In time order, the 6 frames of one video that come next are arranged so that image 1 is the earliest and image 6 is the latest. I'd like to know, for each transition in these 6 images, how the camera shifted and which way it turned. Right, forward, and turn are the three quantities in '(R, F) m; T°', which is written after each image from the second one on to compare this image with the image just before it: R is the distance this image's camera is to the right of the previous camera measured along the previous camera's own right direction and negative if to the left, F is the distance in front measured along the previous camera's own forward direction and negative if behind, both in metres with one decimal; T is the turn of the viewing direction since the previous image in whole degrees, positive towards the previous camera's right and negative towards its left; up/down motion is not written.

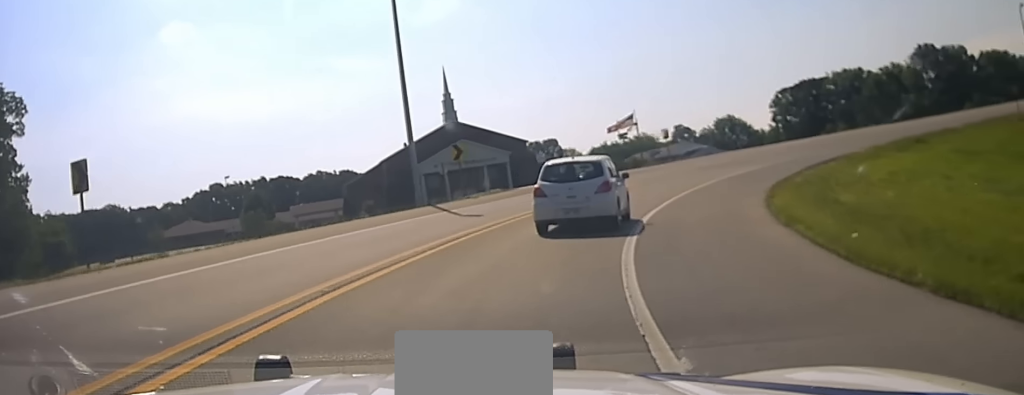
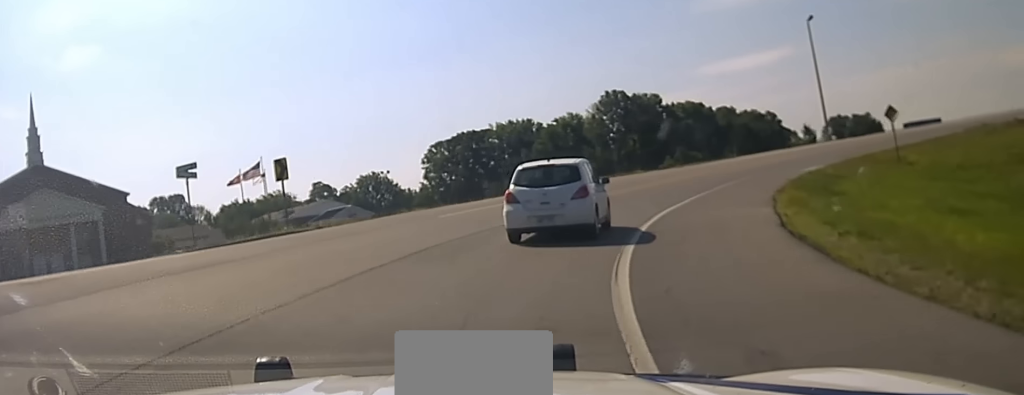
(+8.9, +37.5) m; +23°
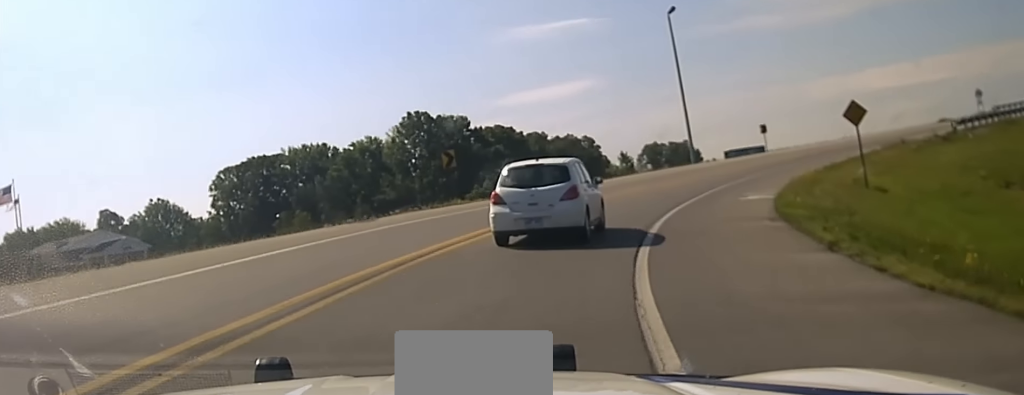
(+1.1, +16.5) m; +11°
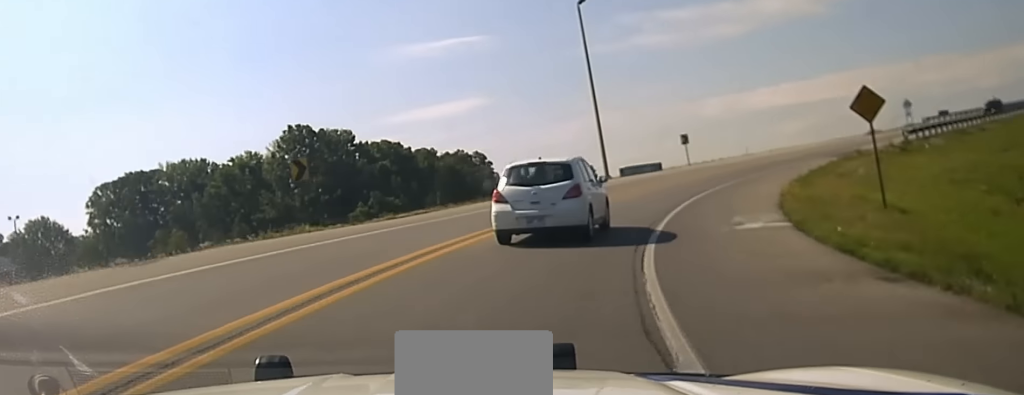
(+0.9, +9.3) m; +8°
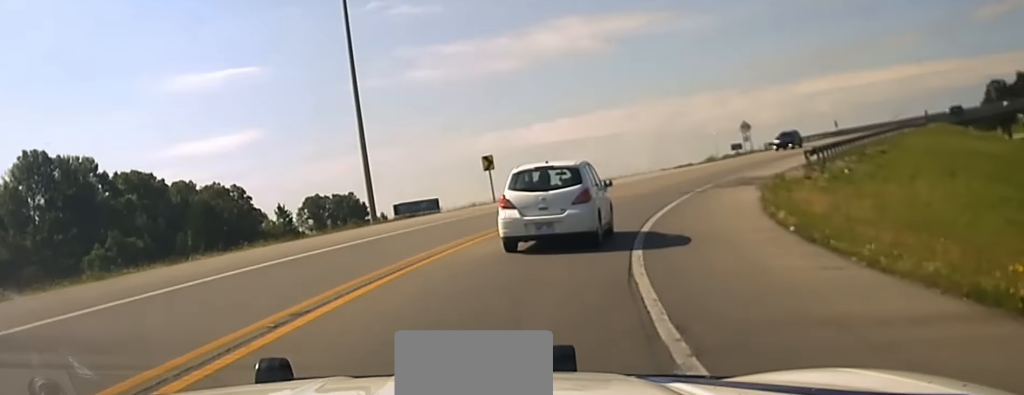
(+2.0, +17.7) m; +14°
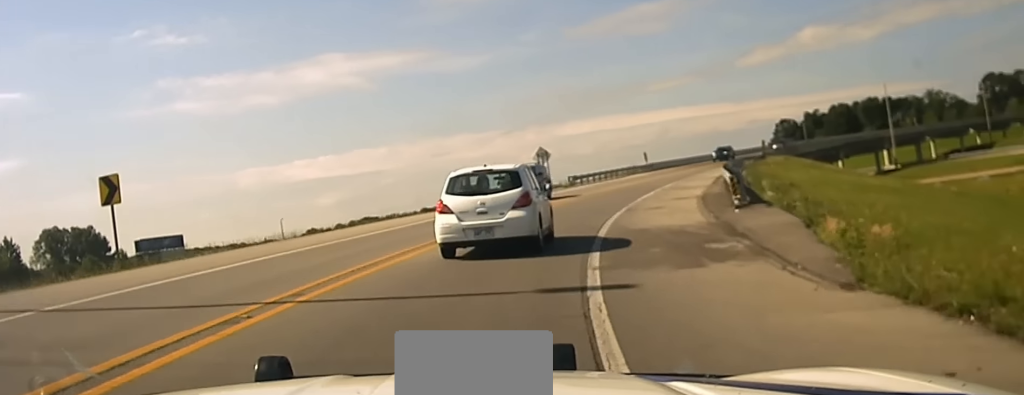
(+2.8, +21.8) m; +15°
